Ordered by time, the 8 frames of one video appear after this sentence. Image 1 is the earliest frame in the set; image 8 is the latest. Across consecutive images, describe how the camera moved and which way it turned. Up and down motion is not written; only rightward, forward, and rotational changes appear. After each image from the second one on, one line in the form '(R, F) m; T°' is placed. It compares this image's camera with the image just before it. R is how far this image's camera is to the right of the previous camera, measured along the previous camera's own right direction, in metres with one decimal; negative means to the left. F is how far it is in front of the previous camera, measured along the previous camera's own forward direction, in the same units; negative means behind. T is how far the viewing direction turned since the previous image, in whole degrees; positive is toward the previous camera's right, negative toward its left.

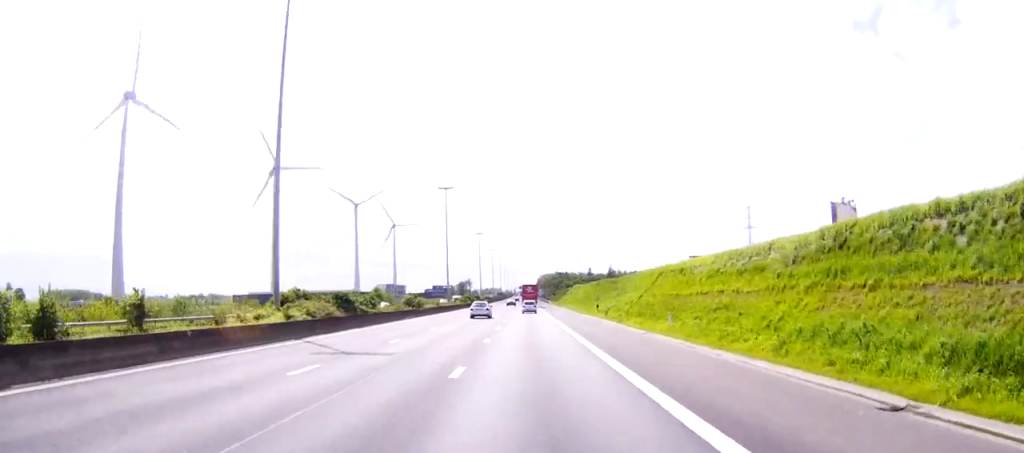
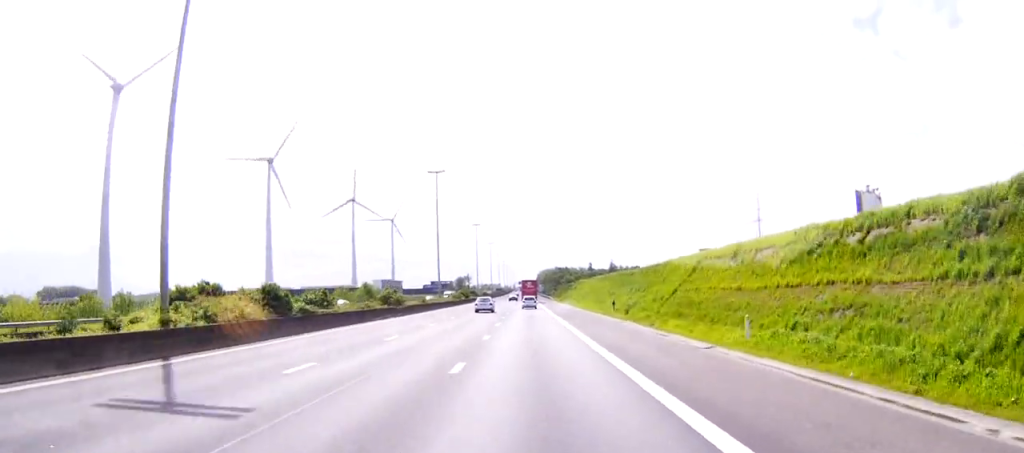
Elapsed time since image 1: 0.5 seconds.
(0.0, +12.7) m; 0°
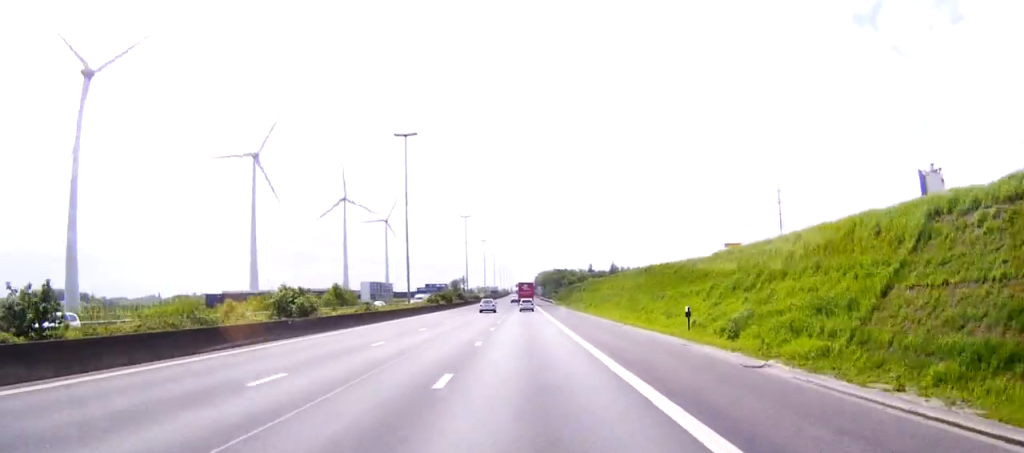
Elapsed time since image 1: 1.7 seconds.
(0.0, +27.0) m; 0°
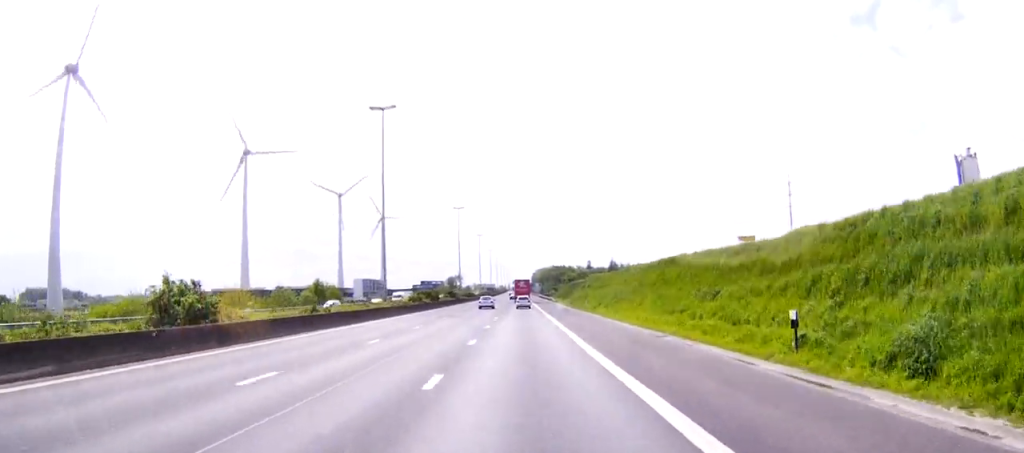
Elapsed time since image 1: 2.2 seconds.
(0.0, +12.7) m; 0°
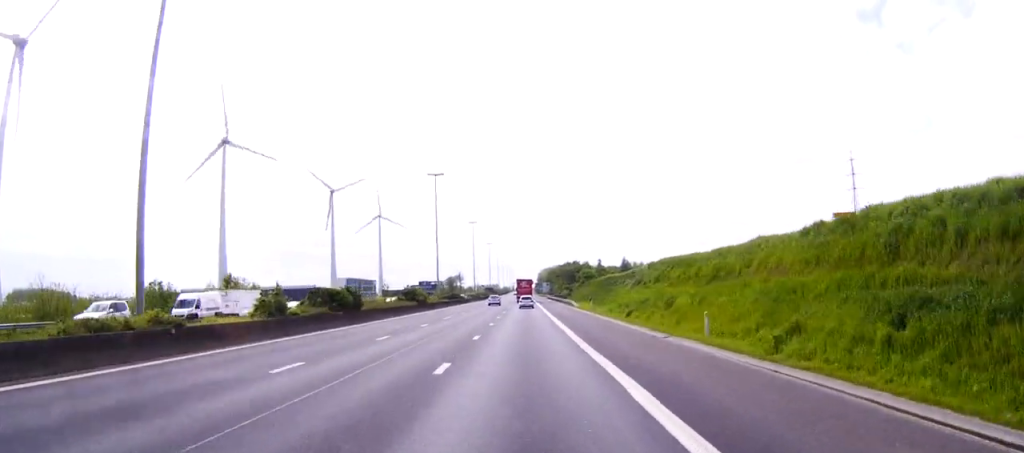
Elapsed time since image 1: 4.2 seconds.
(0.0, +47.7) m; 0°
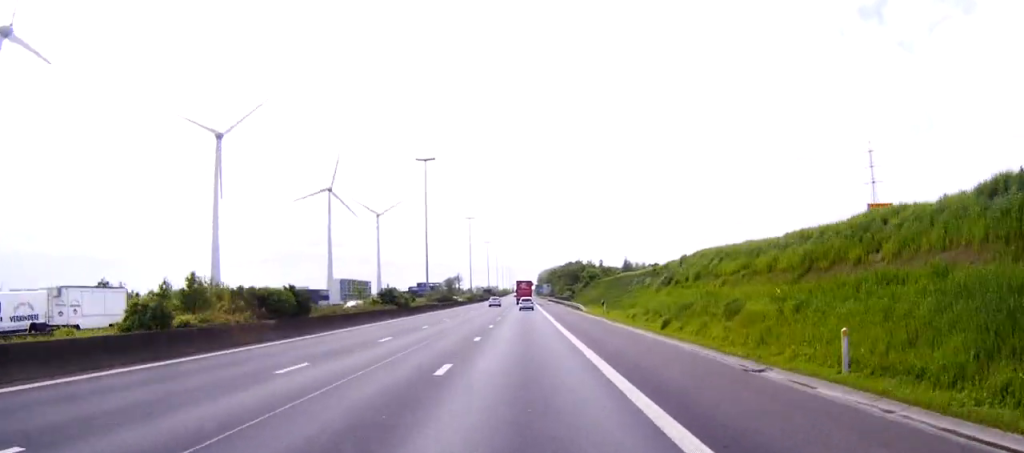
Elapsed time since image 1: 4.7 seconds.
(0.0, +12.0) m; 0°
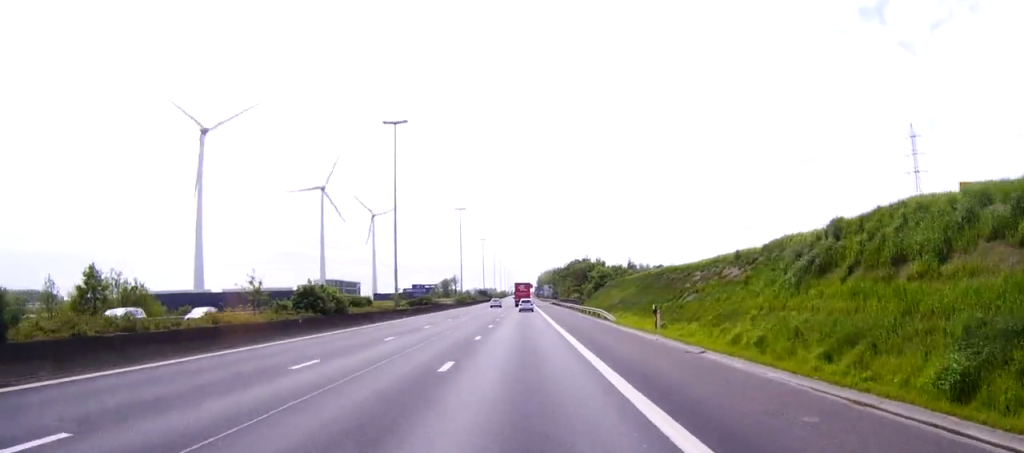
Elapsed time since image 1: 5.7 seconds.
(0.0, +23.9) m; 0°
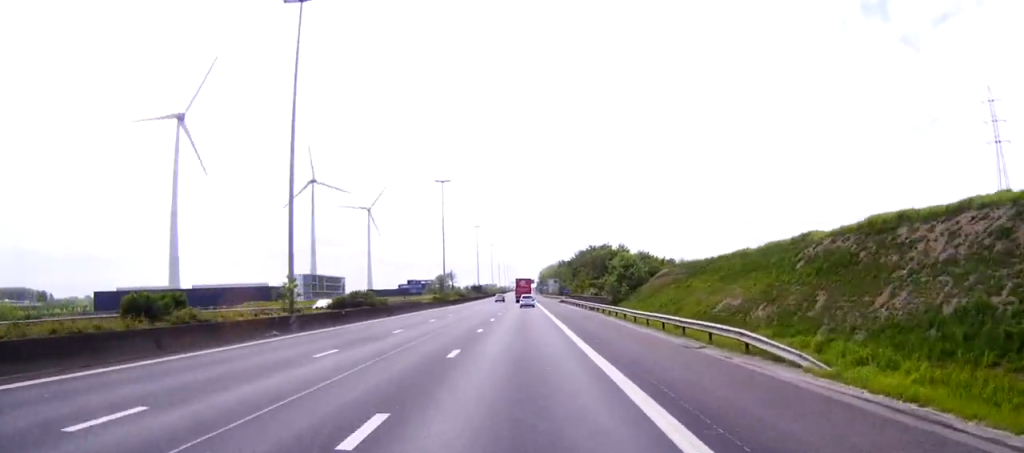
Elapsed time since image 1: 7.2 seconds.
(-0.1, +35.2) m; 0°
